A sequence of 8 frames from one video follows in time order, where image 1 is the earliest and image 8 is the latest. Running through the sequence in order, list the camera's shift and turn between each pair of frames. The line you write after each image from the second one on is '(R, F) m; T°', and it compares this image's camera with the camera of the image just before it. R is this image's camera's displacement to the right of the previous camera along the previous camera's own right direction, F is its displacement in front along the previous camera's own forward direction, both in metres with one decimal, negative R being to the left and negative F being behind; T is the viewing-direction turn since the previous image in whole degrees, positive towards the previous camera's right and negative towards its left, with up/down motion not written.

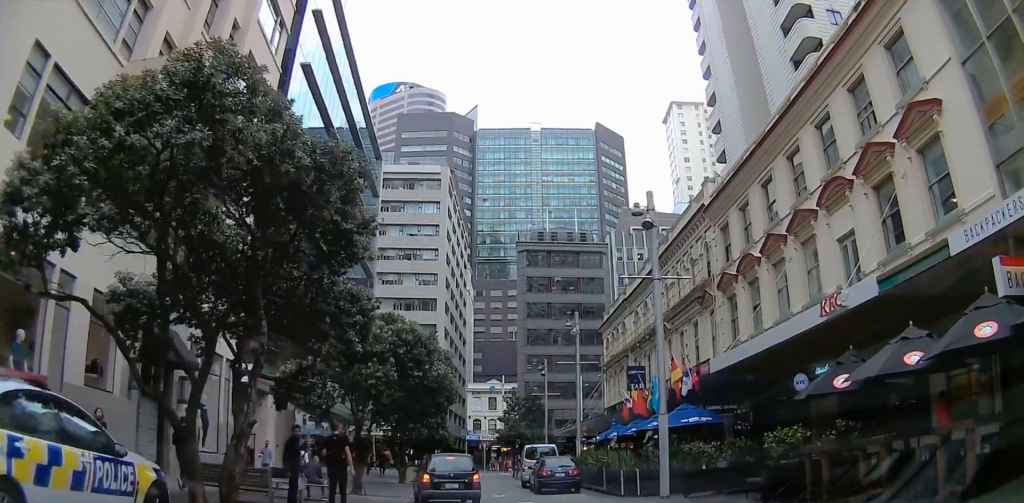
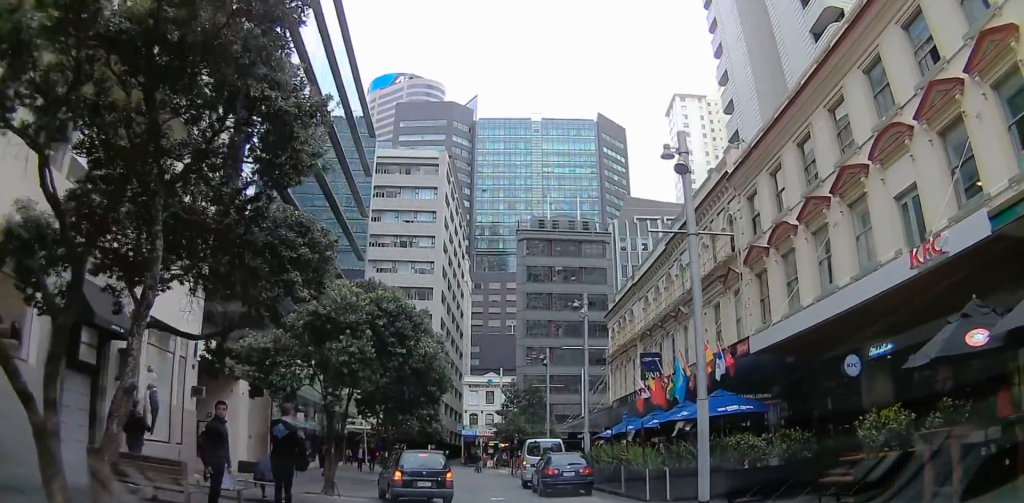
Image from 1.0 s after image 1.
(-0.1, +3.4) m; -2°
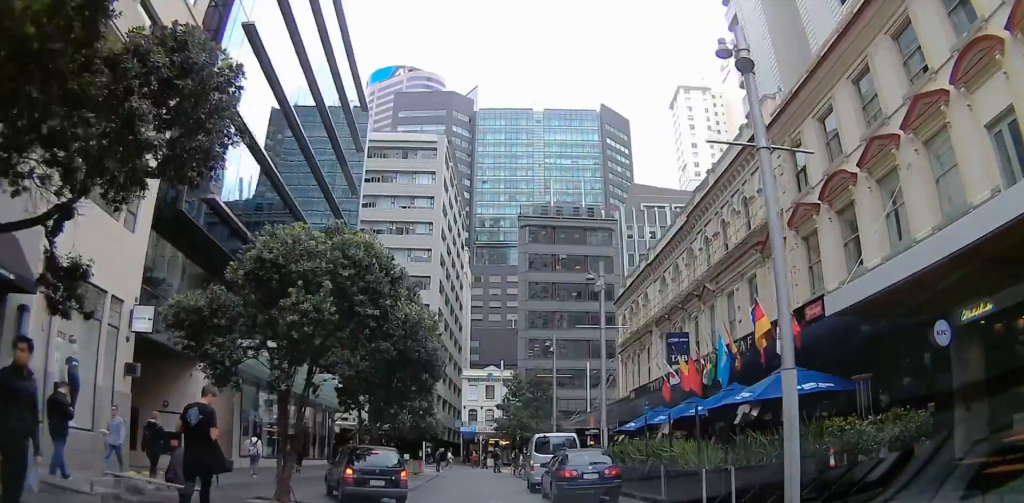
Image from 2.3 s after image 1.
(-0.1, +4.2) m; -6°
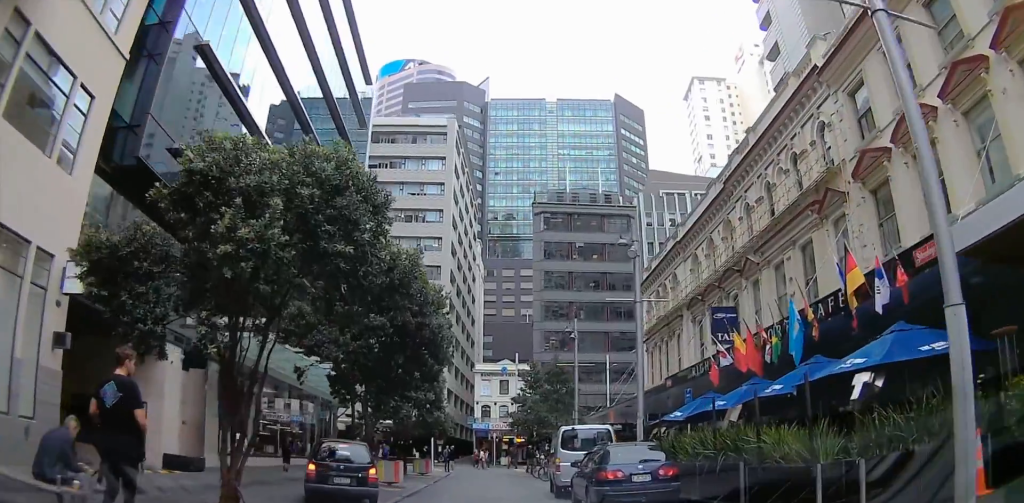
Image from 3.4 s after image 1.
(-0.2, +3.9) m; -2°
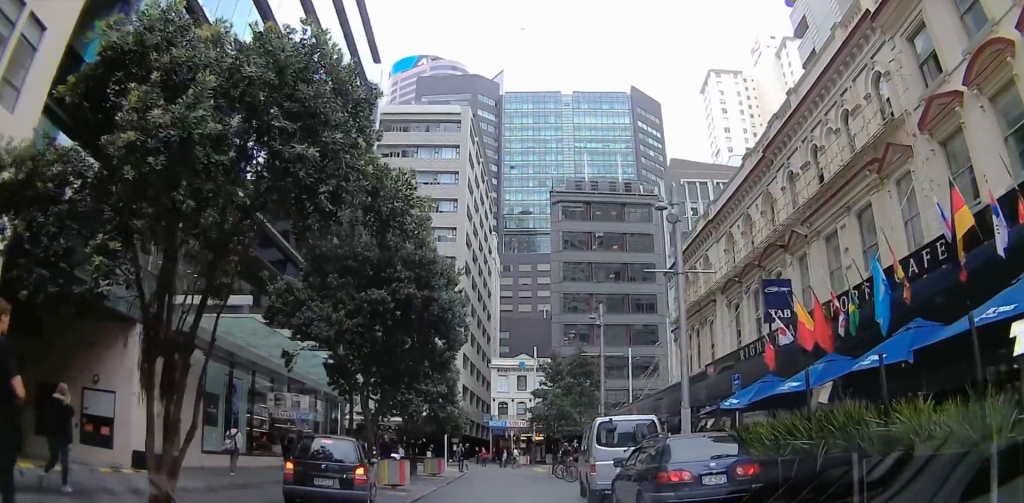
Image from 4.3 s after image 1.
(+0.1, +2.9) m; +3°
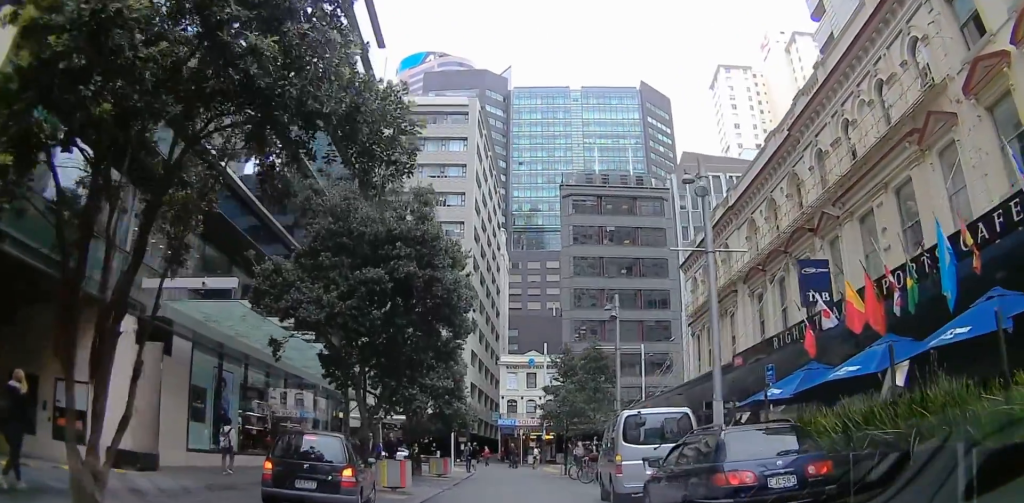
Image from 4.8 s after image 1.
(0.0, +1.6) m; +2°
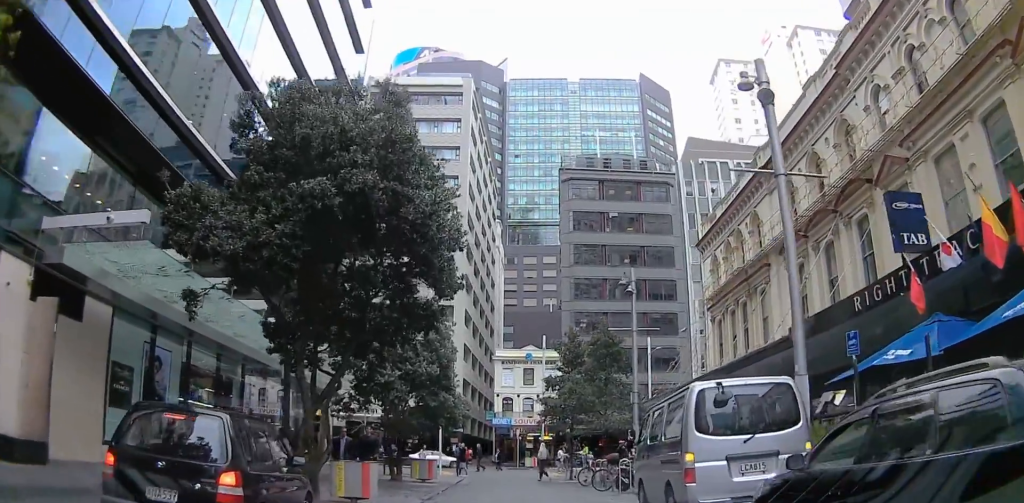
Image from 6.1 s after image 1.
(+0.2, +4.5) m; +3°
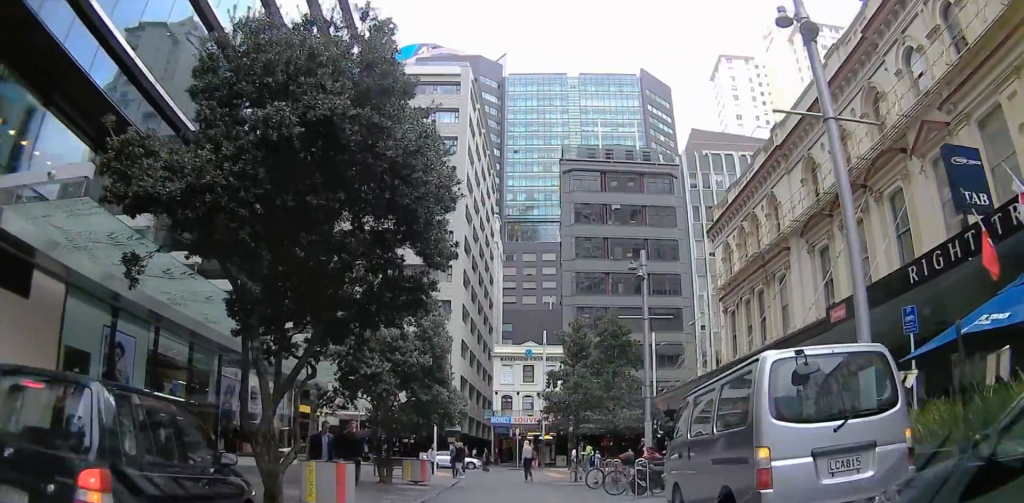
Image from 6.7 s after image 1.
(0.0, +2.1) m; 0°
